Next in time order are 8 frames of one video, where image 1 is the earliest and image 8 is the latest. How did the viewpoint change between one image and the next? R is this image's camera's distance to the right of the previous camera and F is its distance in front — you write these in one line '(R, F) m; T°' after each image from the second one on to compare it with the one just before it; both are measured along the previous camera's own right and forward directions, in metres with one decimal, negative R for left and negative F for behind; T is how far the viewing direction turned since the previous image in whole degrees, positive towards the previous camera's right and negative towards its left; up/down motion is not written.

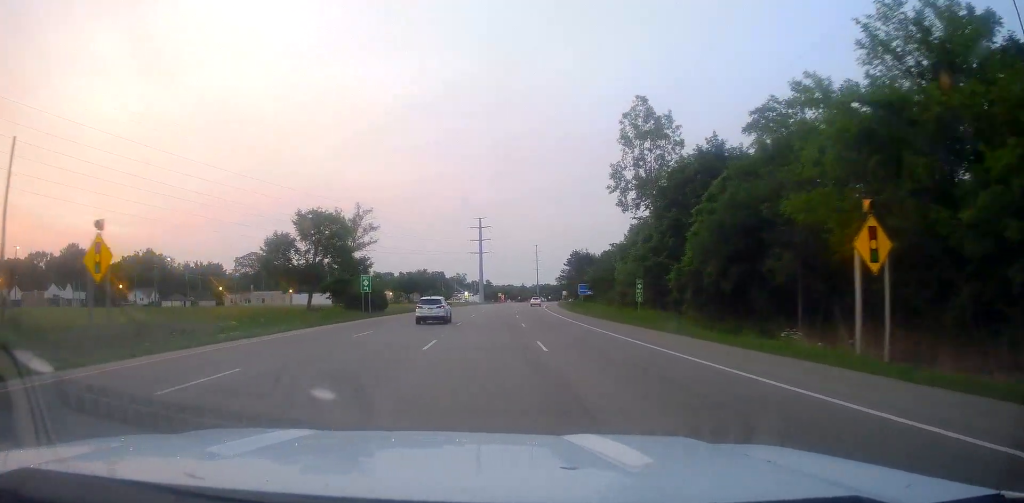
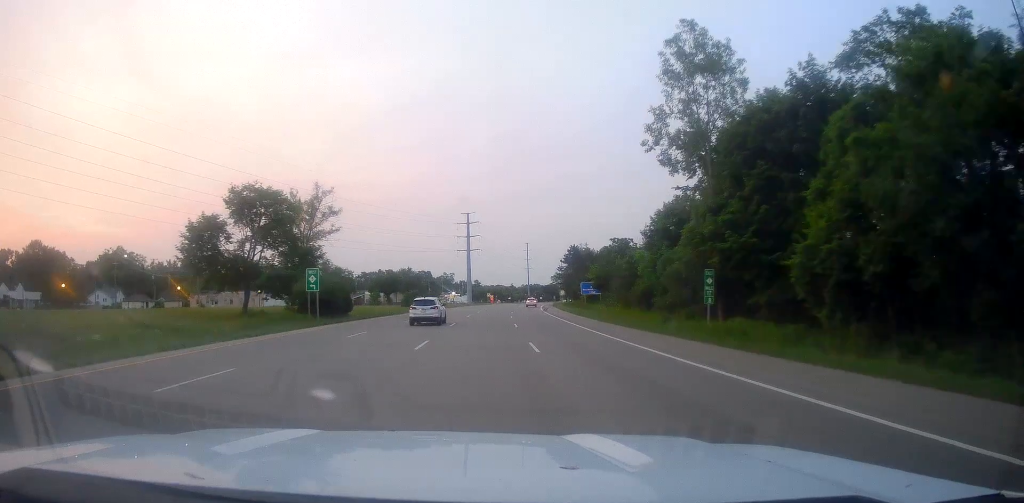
(+0.1, +14.3) m; 0°
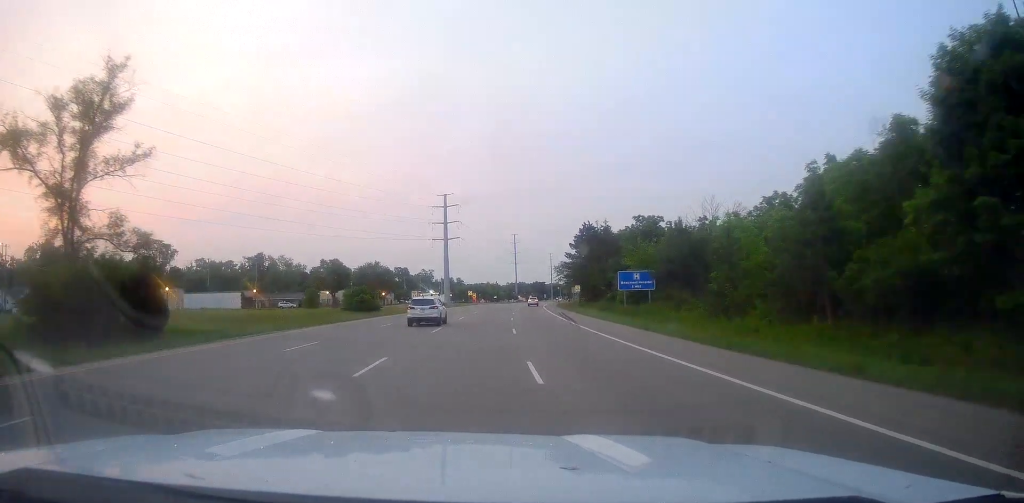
(-0.3, +36.1) m; +1°
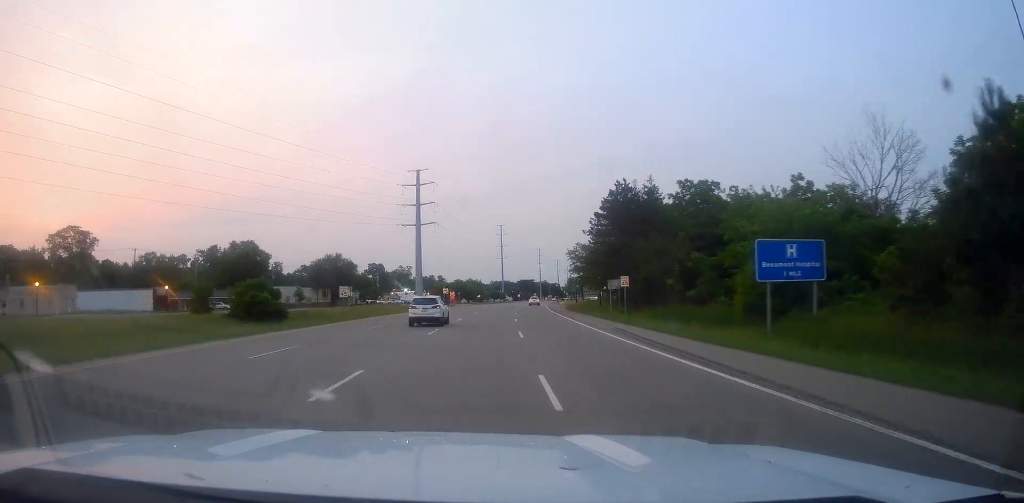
(+1.1, +33.2) m; +2°
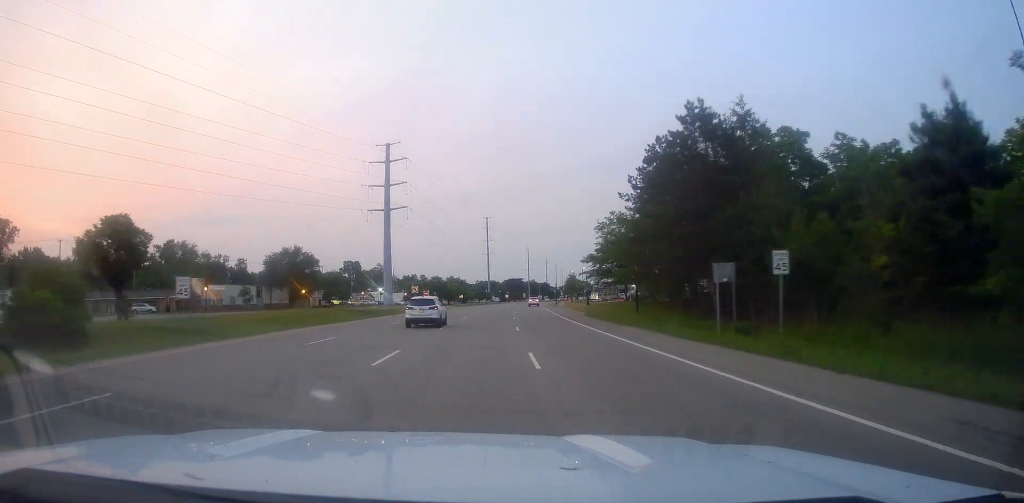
(0.0, +25.8) m; +1°
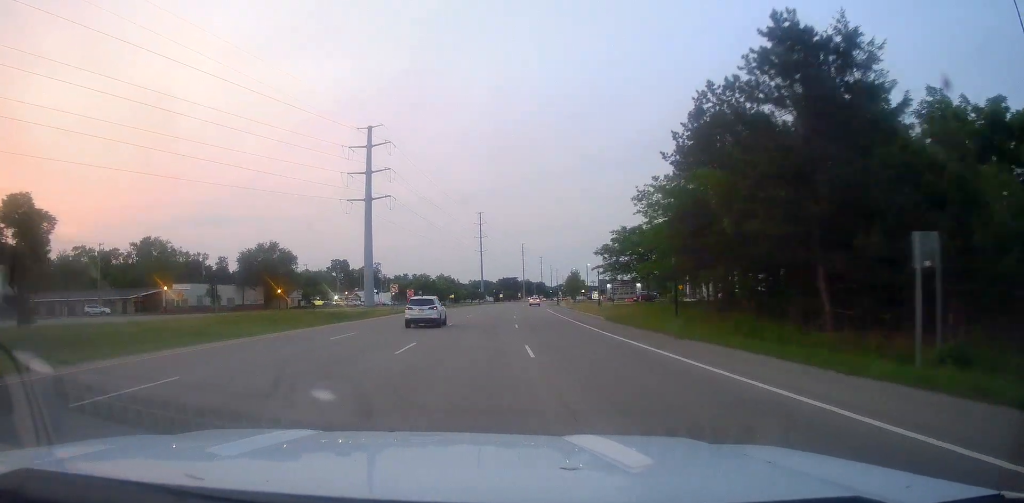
(+0.3, +12.8) m; +1°
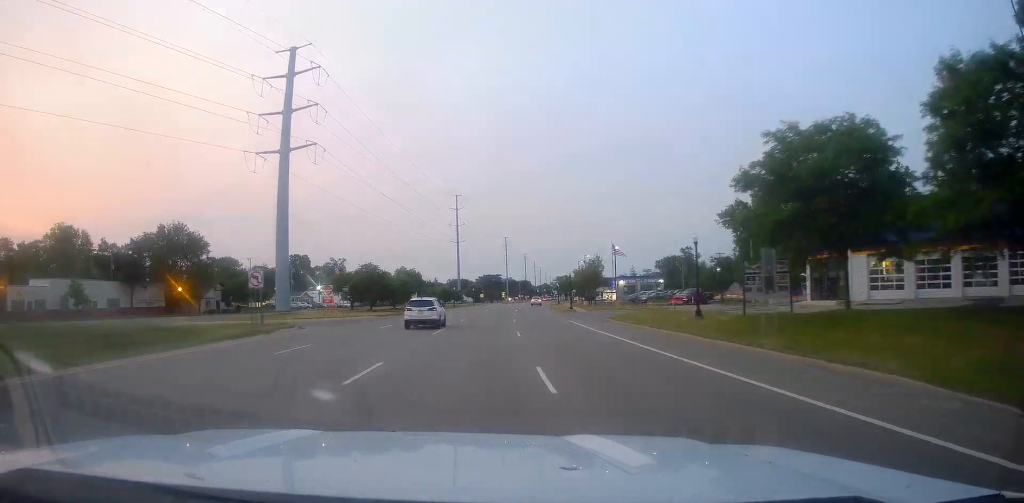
(+0.5, +36.7) m; +1°
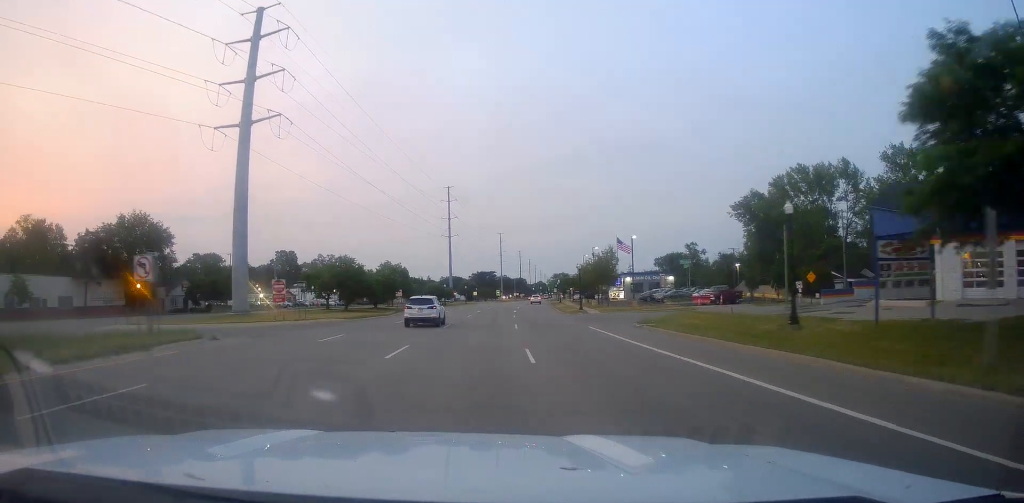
(+0.2, +10.8) m; 0°
